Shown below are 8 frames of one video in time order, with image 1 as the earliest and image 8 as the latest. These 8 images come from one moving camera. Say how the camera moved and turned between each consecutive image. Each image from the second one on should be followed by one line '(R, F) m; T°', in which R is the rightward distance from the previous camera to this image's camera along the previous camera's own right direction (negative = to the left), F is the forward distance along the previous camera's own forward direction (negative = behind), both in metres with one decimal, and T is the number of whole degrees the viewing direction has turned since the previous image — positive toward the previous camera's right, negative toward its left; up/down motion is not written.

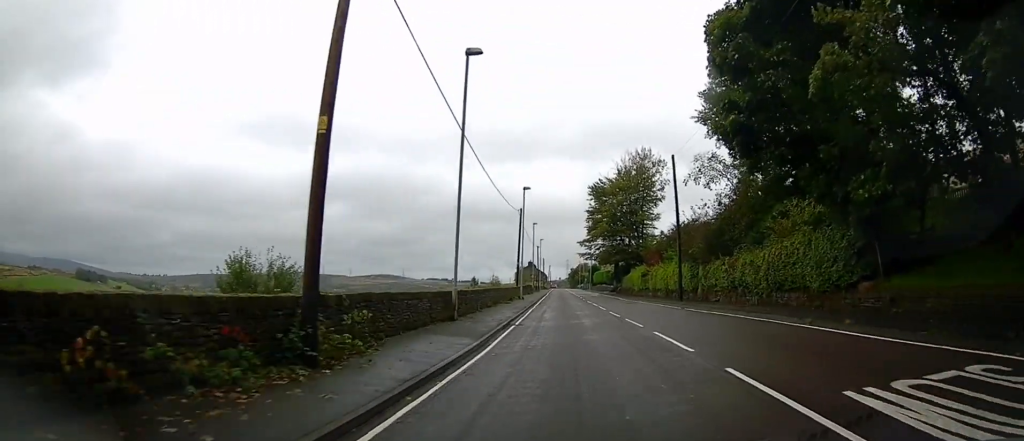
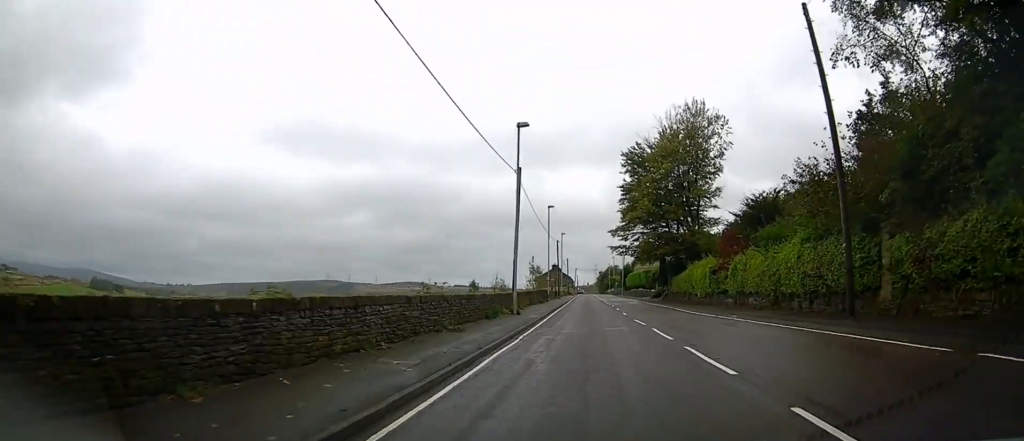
(-0.5, +21.5) m; -2°
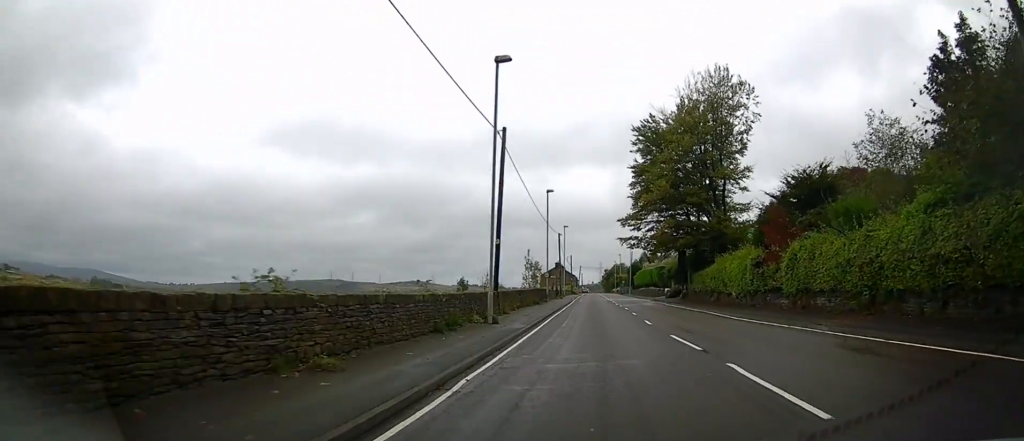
(-0.1, +8.7) m; -1°
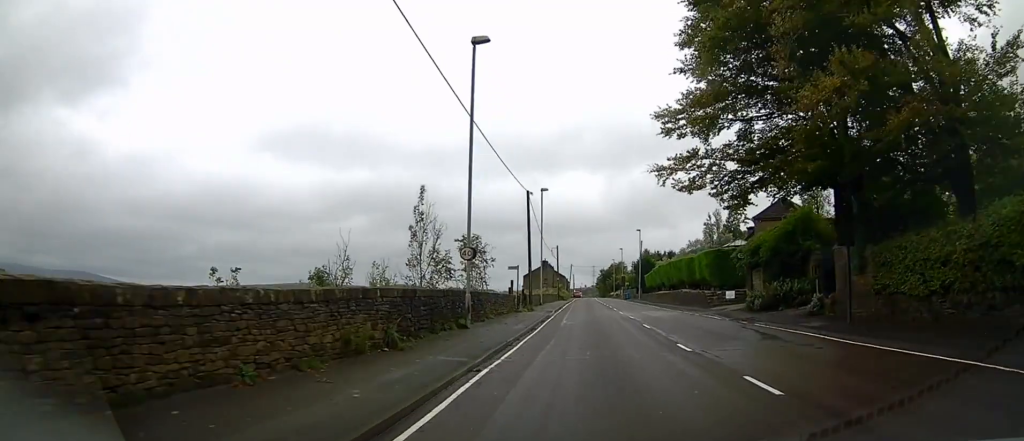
(-0.5, +32.1) m; -1°
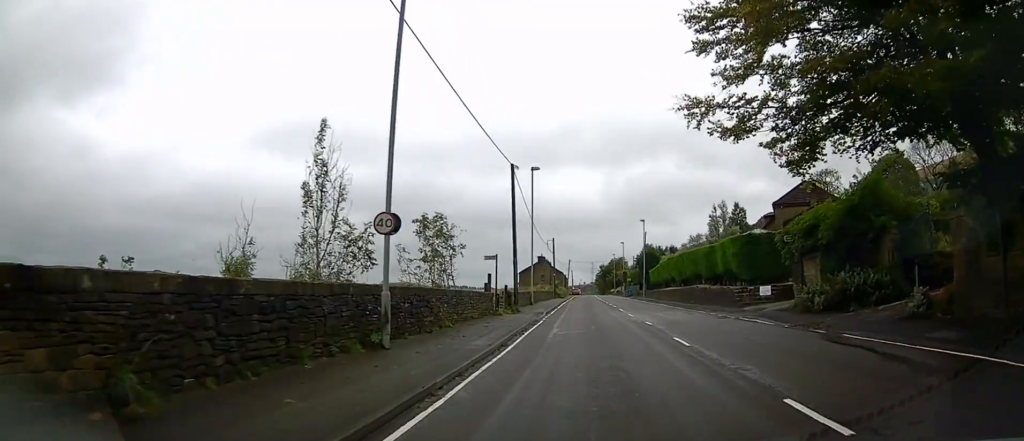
(+0.1, +7.7) m; +1°
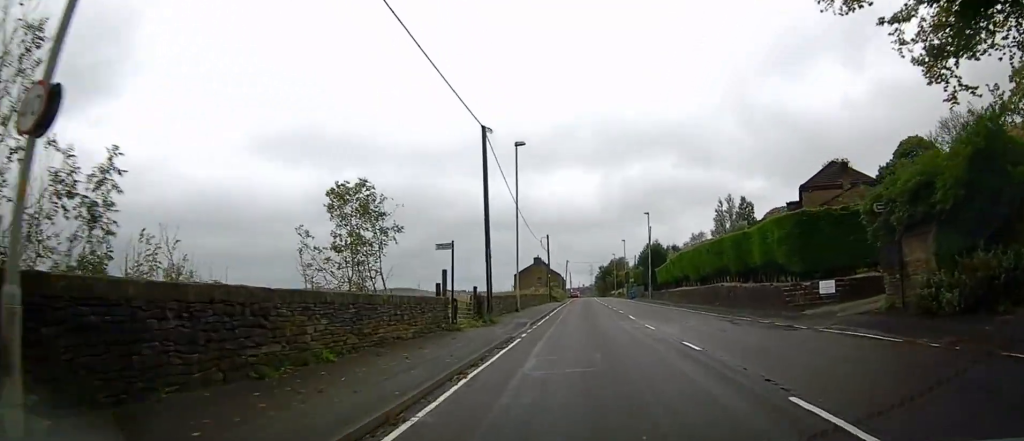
(0.0, +7.9) m; 0°
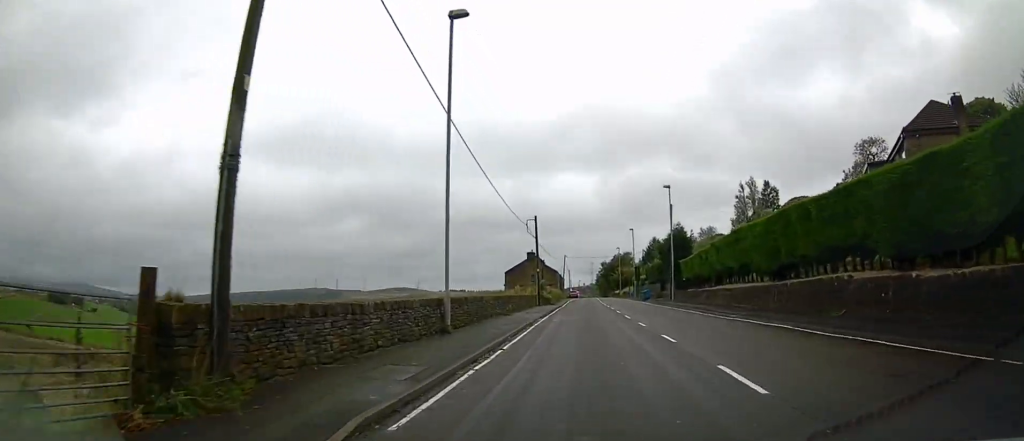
(-0.1, +16.7) m; 0°
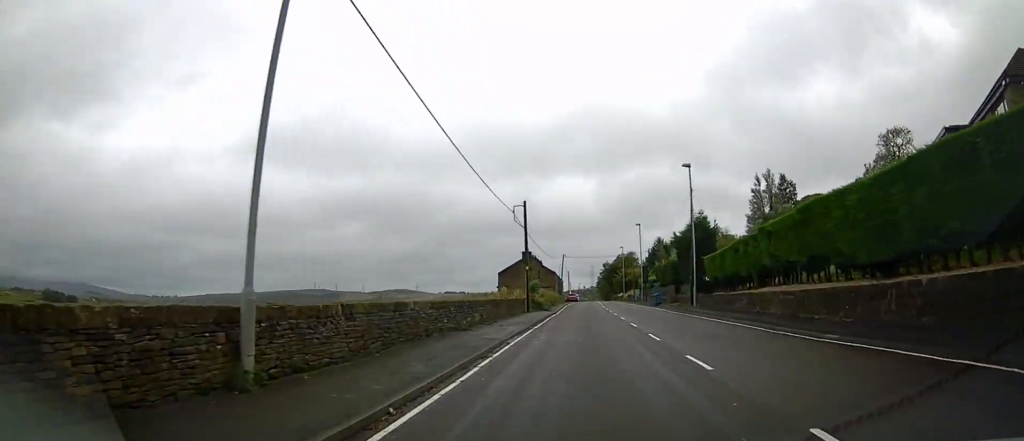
(-0.1, +10.1) m; 0°
